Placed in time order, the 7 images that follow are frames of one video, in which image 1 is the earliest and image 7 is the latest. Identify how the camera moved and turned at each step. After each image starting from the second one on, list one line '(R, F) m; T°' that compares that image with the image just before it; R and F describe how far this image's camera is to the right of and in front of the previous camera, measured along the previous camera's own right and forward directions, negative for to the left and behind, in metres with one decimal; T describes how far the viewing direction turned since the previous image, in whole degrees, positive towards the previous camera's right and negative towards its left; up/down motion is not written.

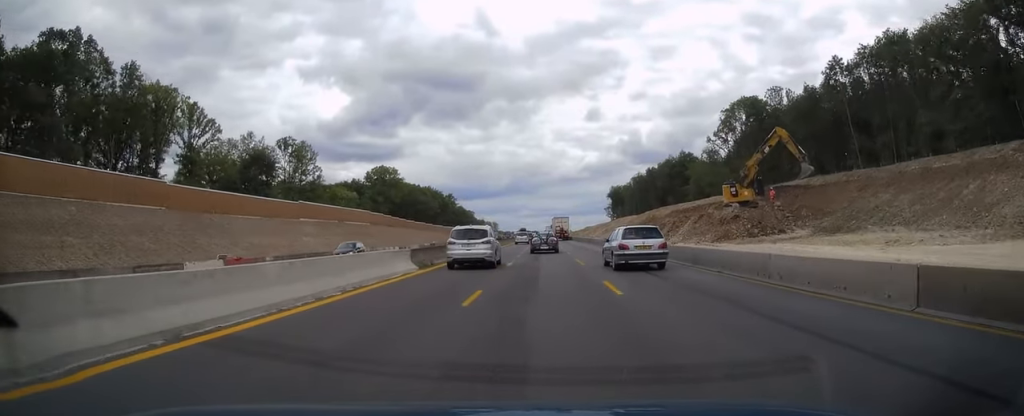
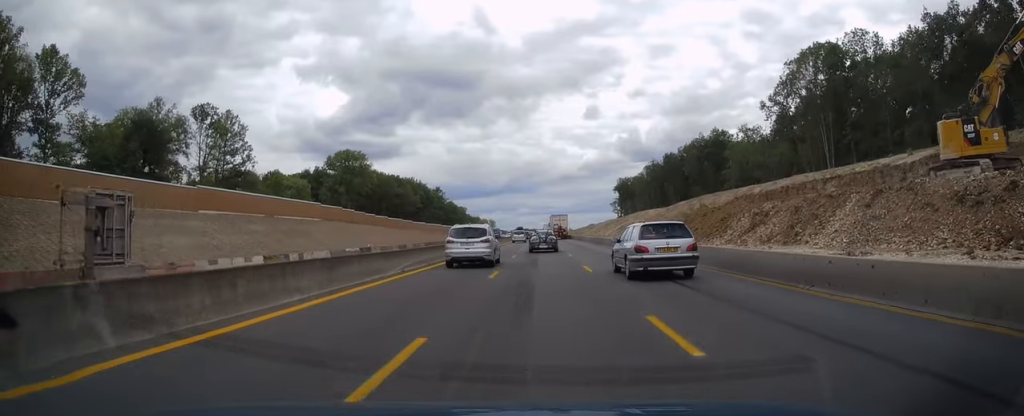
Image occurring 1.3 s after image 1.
(0.0, +32.5) m; 0°
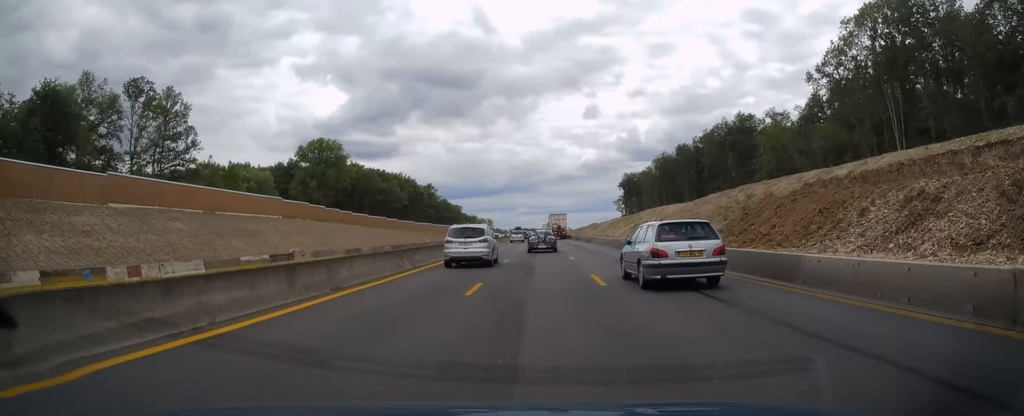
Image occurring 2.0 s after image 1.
(0.0, +17.7) m; 0°
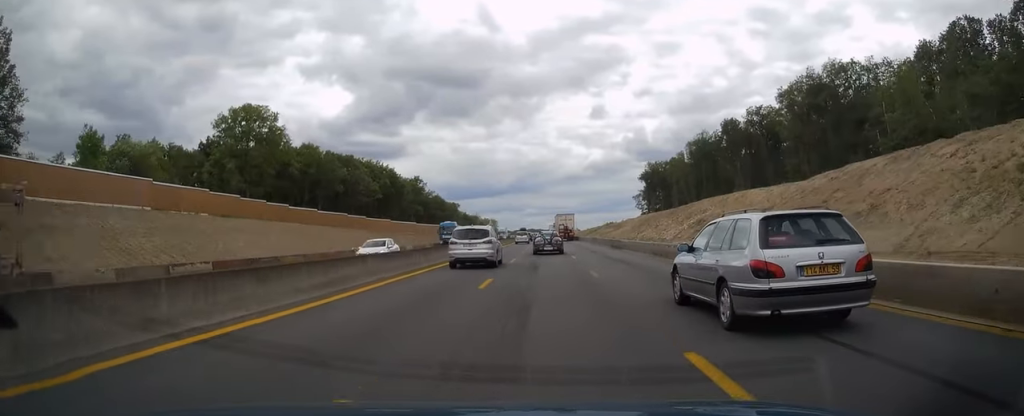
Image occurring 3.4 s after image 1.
(-0.1, +36.9) m; 0°
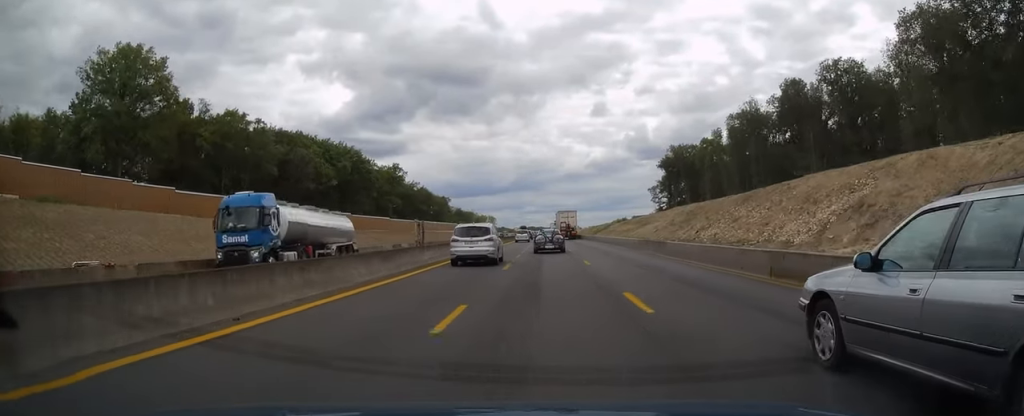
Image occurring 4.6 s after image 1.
(-0.1, +32.6) m; 0°
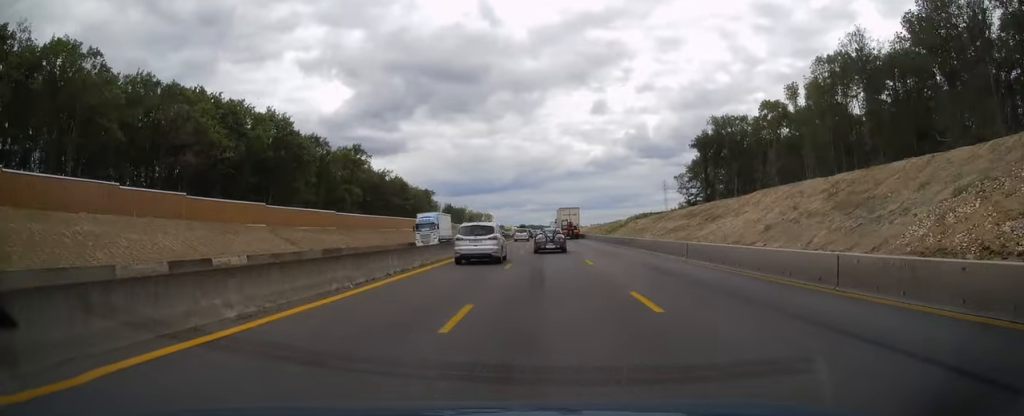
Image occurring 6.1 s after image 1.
(0.0, +38.9) m; 0°
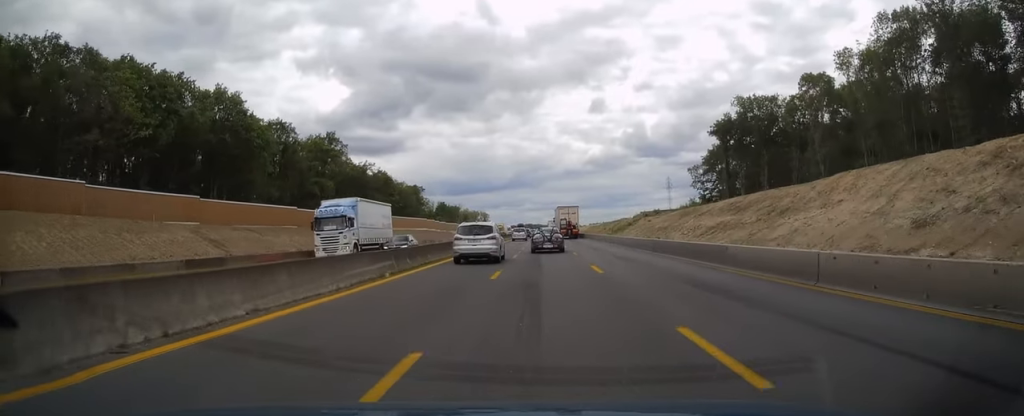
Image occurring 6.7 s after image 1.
(0.0, +17.3) m; 0°
